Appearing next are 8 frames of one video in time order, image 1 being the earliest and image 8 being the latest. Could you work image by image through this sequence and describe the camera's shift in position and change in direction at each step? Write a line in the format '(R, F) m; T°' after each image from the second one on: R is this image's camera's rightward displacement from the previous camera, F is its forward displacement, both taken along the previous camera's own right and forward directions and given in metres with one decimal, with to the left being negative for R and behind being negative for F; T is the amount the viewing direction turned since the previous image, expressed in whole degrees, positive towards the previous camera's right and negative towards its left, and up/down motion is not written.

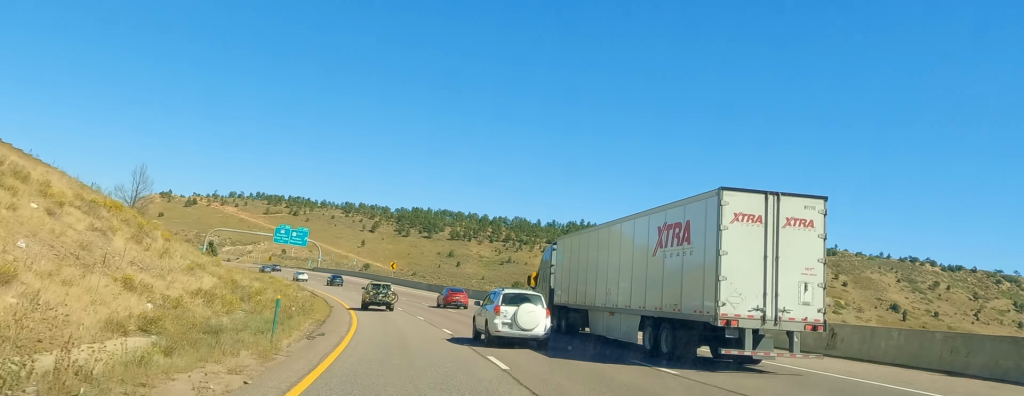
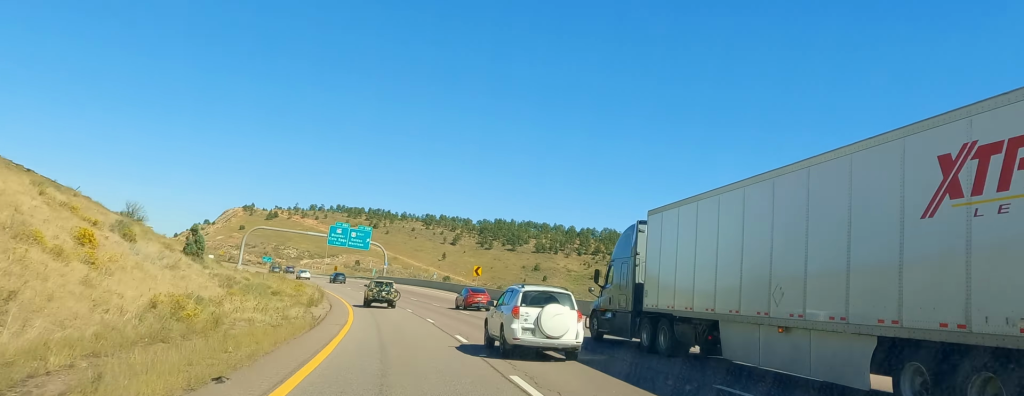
(-2.4, +41.0) m; -6°
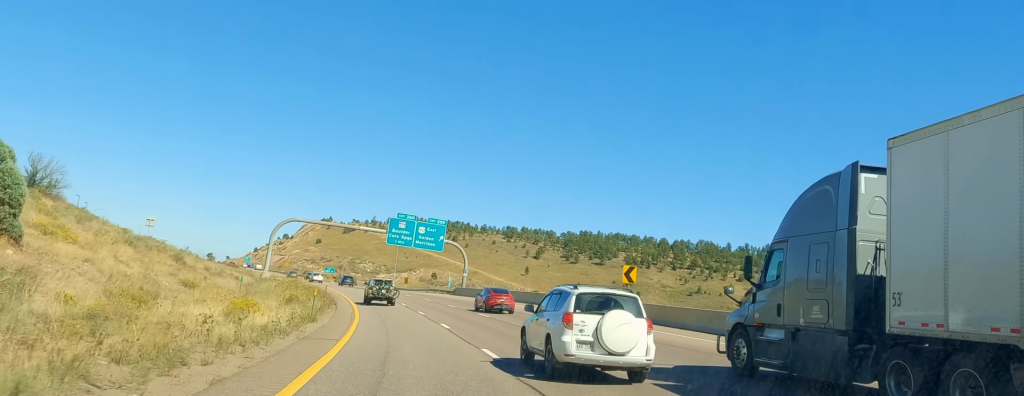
(-0.4, +41.3) m; -6°
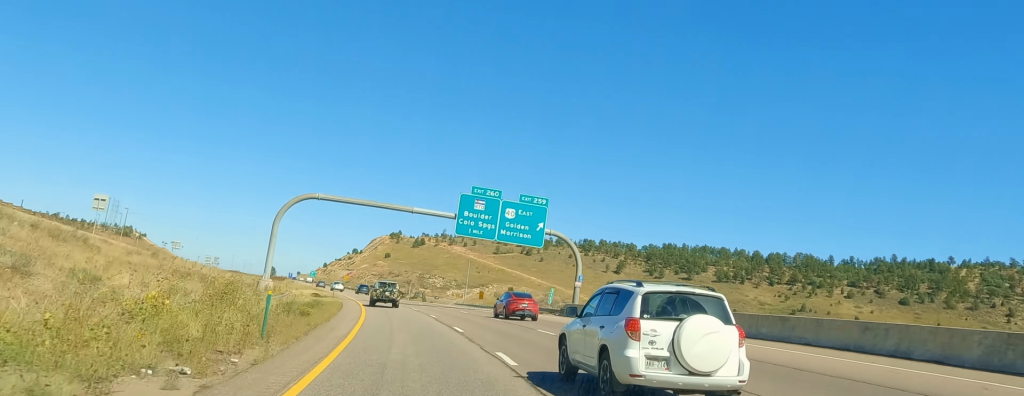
(-3.5, +38.3) m; -5°
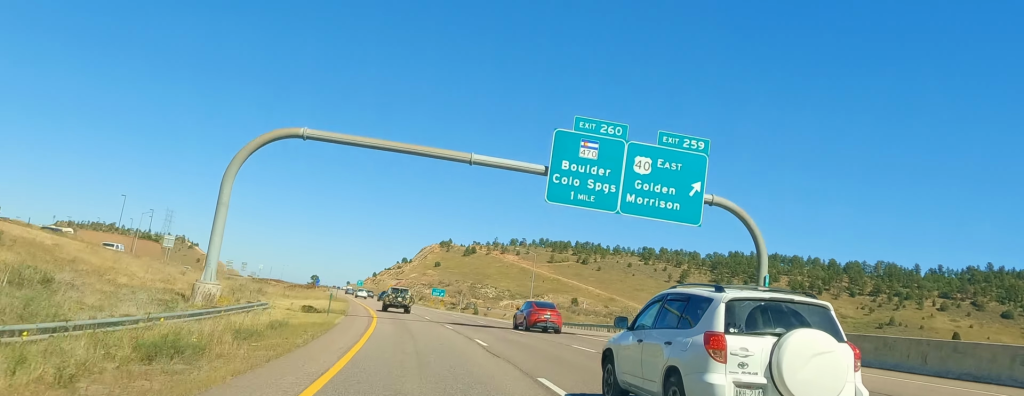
(-0.5, +28.6) m; -3°
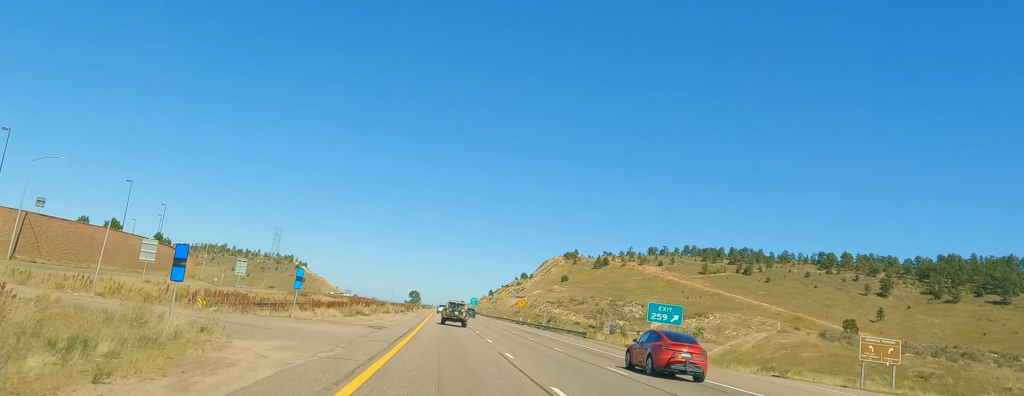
(-4.2, +96.6) m; -3°
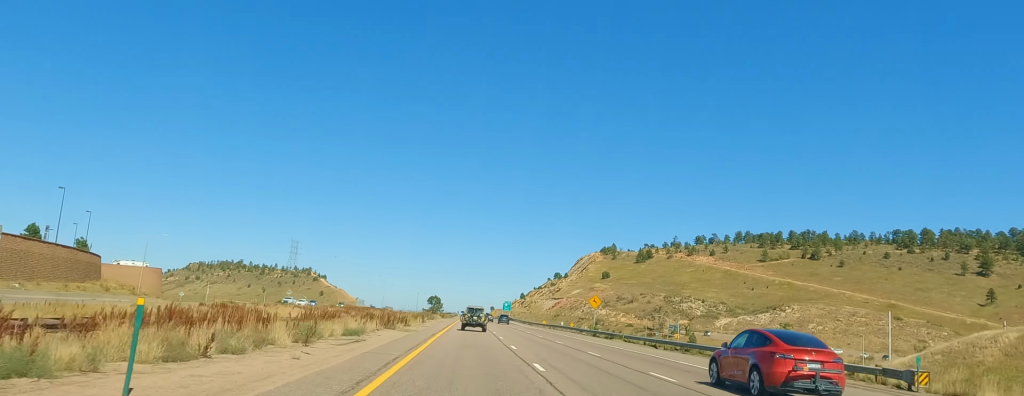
(-0.1, +52.4) m; -1°
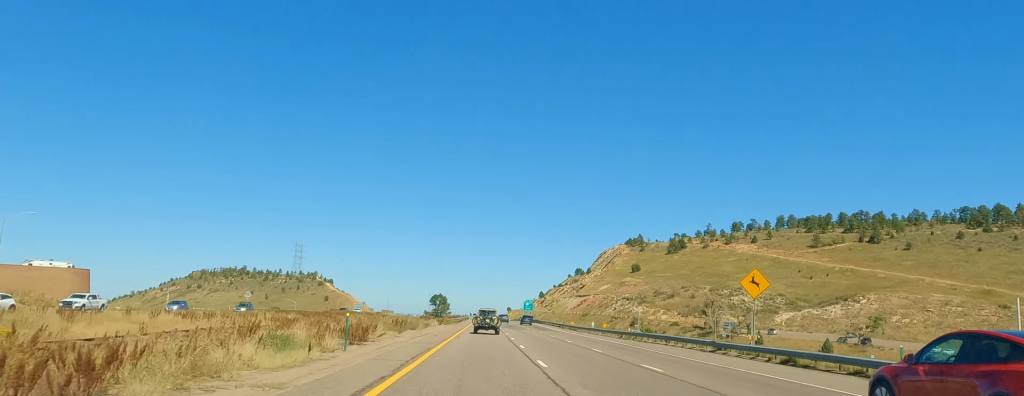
(-0.3, +46.0) m; -1°
